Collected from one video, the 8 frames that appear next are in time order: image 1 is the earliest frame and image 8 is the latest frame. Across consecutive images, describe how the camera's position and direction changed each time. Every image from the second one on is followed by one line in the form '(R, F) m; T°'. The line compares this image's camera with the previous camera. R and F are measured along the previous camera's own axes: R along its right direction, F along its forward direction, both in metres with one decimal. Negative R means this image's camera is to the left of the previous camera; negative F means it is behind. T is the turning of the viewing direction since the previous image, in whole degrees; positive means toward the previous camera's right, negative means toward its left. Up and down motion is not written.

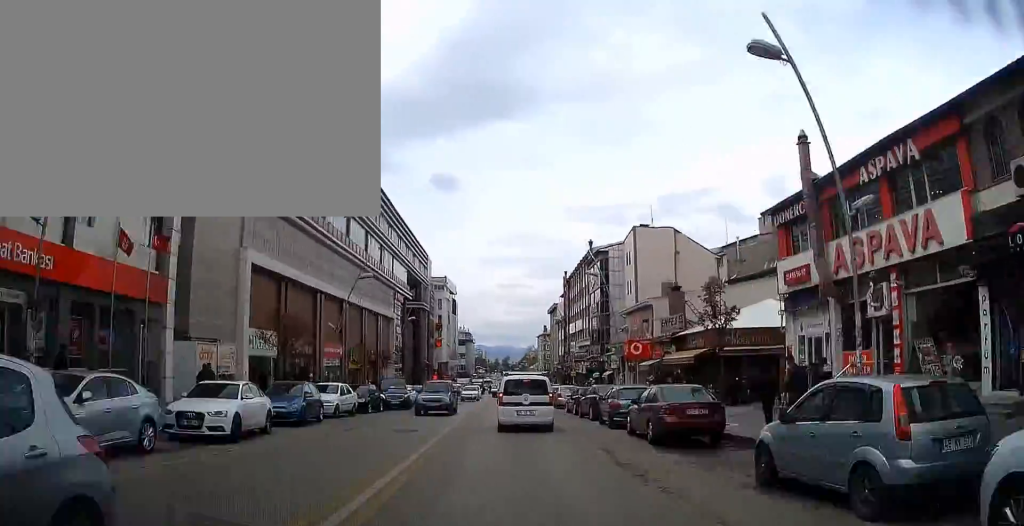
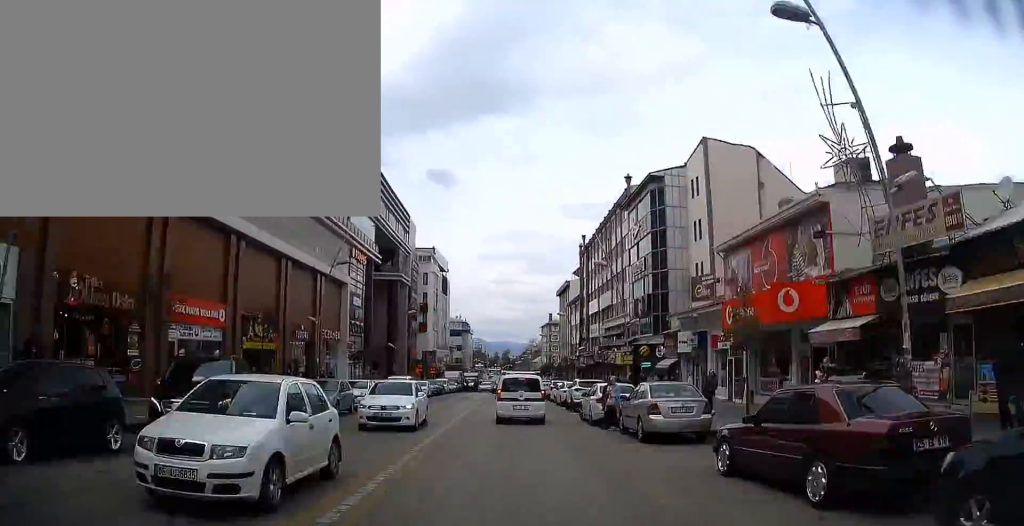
(+0.5, +24.9) m; 0°
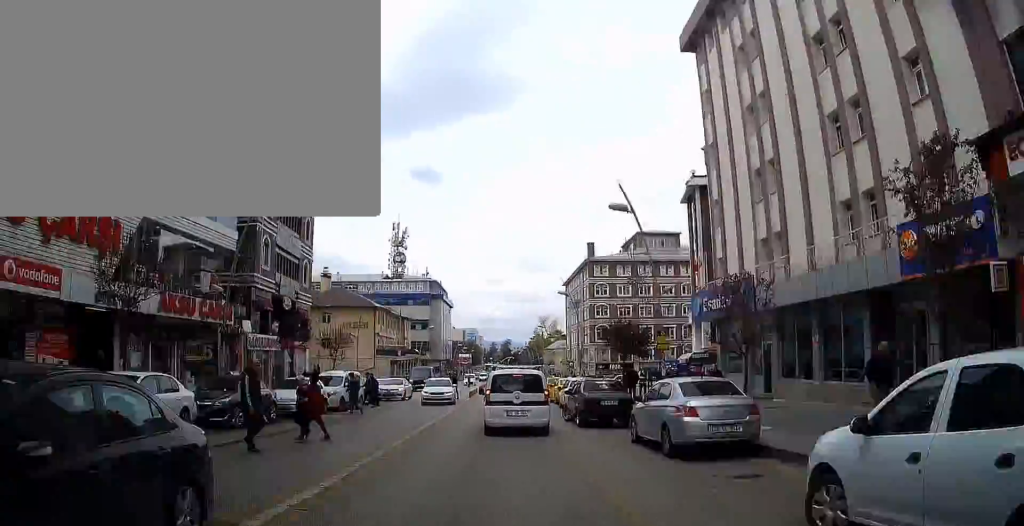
(+0.4, +96.0) m; -2°
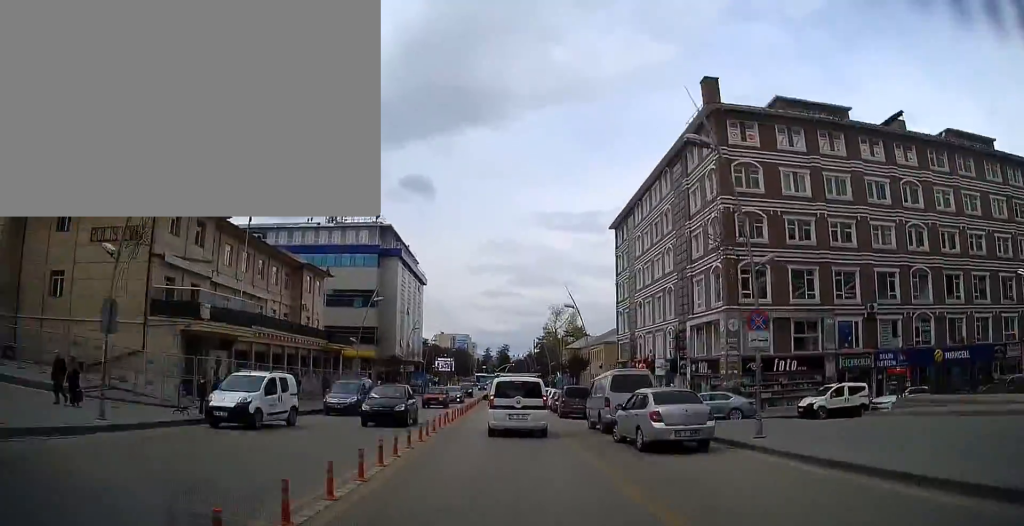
(-3.3, +59.5) m; +9°
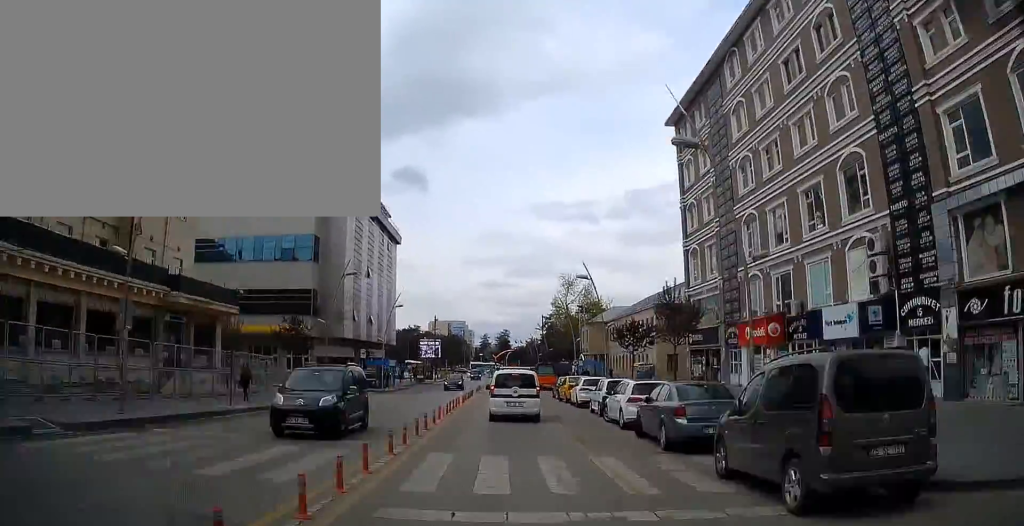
(+6.1, +27.2) m; +2°
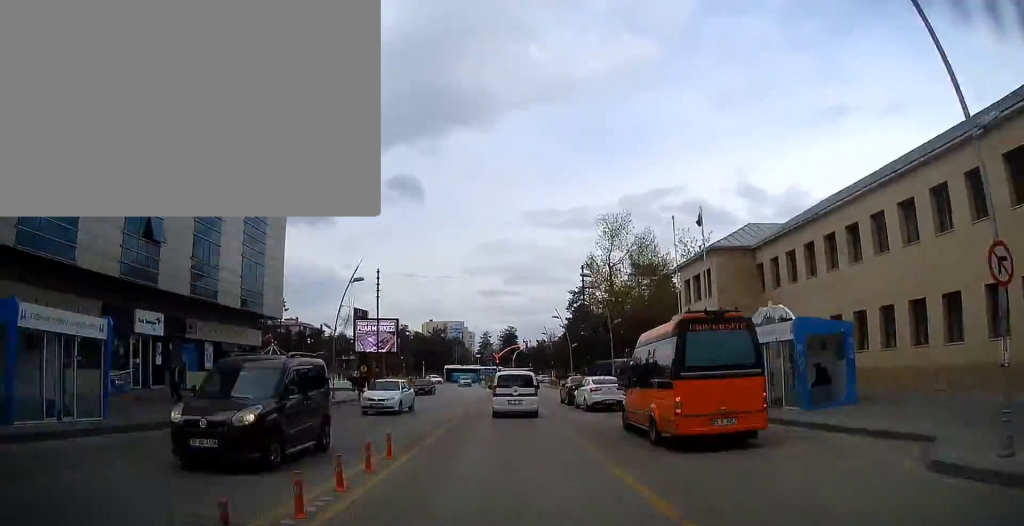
(+0.6, +40.0) m; -6°
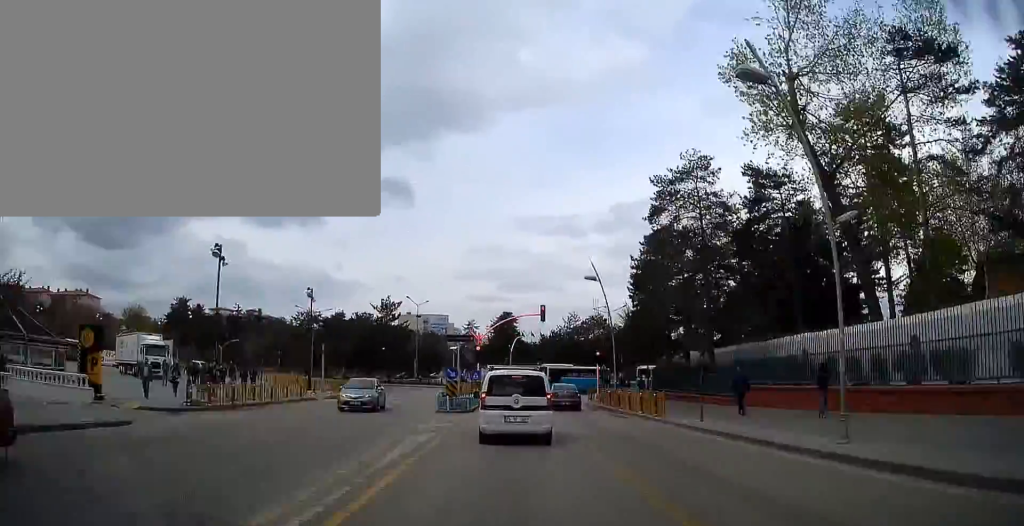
(-4.2, +32.1) m; -7°
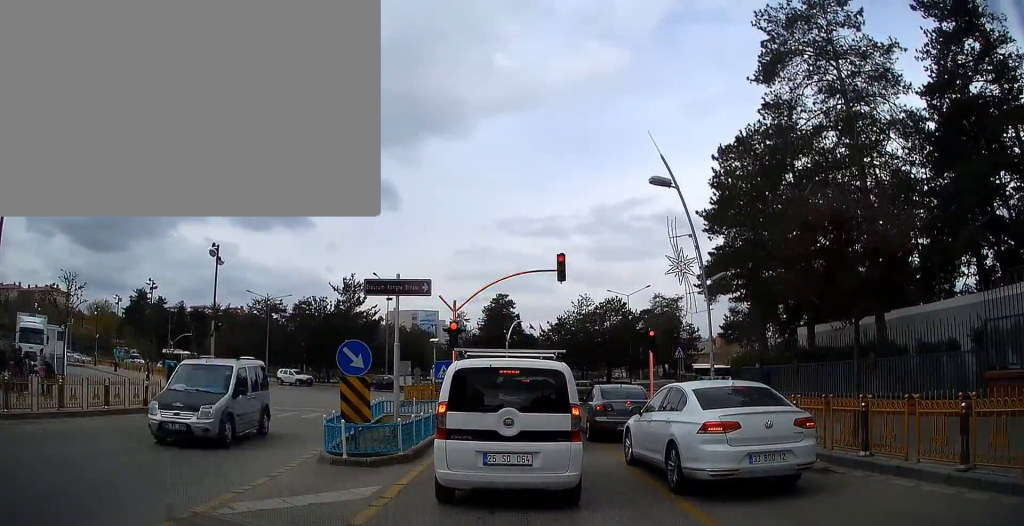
(+0.5, +27.0) m; +5°
